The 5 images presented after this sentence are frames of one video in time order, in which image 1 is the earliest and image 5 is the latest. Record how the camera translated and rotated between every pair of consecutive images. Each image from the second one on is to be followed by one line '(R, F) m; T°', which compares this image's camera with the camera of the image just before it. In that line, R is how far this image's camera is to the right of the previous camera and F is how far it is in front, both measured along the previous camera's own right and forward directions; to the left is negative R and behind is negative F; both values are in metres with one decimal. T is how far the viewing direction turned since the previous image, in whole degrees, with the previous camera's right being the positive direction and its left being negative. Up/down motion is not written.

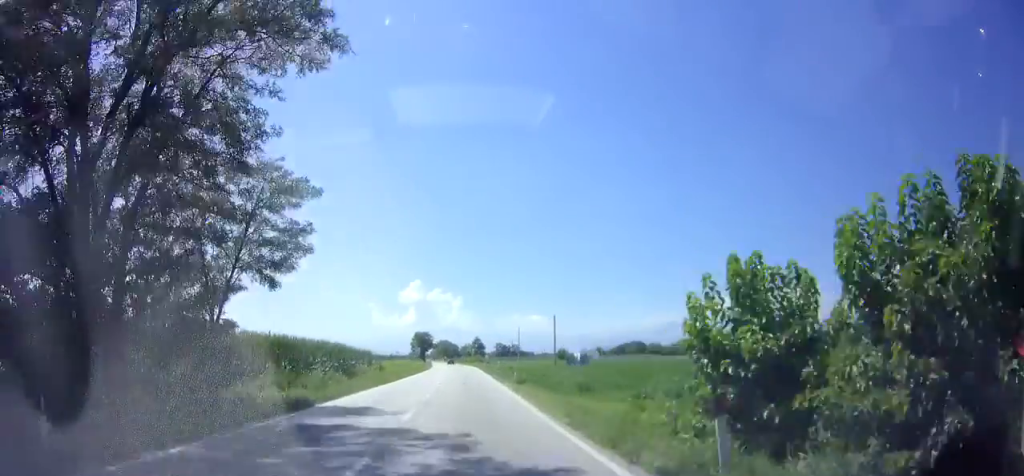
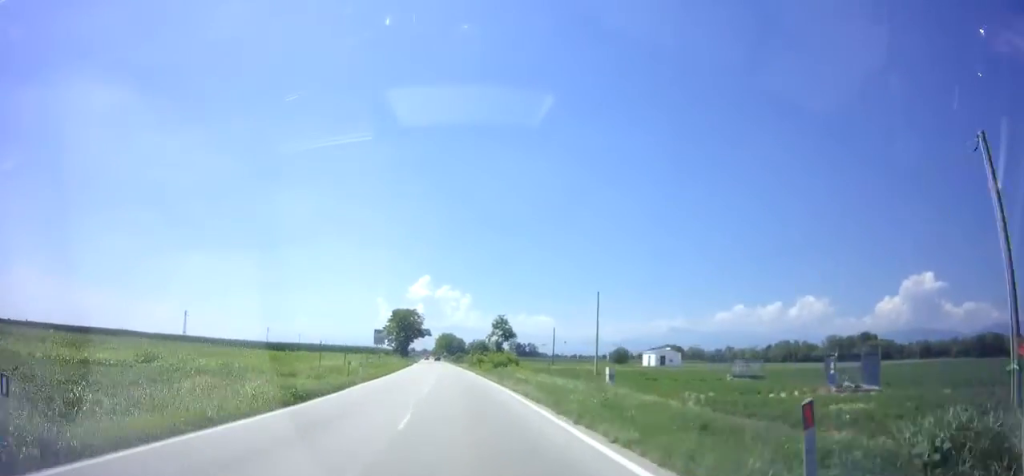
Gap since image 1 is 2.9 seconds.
(-1.7, +74.5) m; -2°
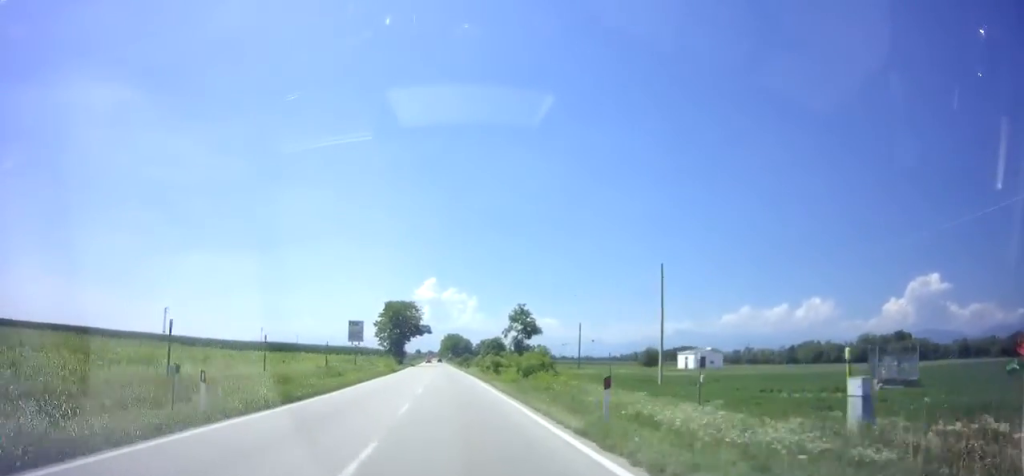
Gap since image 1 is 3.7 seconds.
(0.0, +20.1) m; -1°
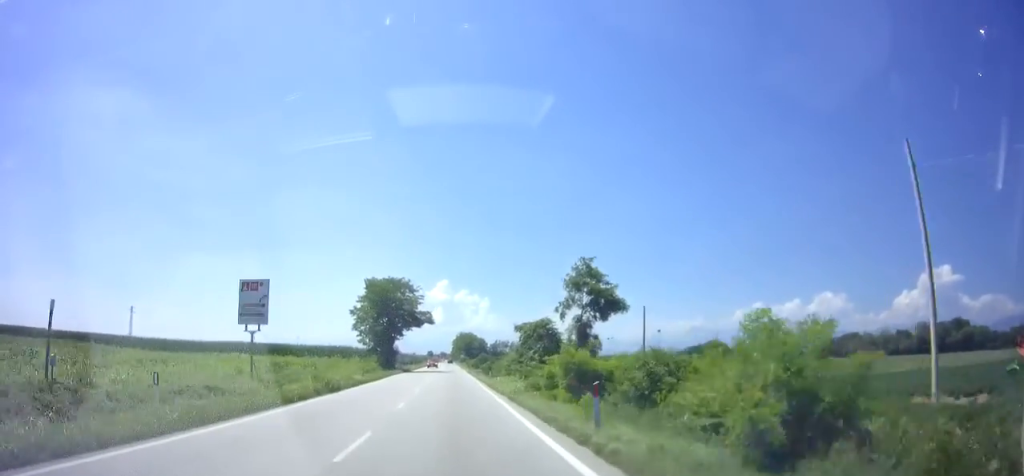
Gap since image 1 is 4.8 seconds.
(-0.4, +27.9) m; -1°
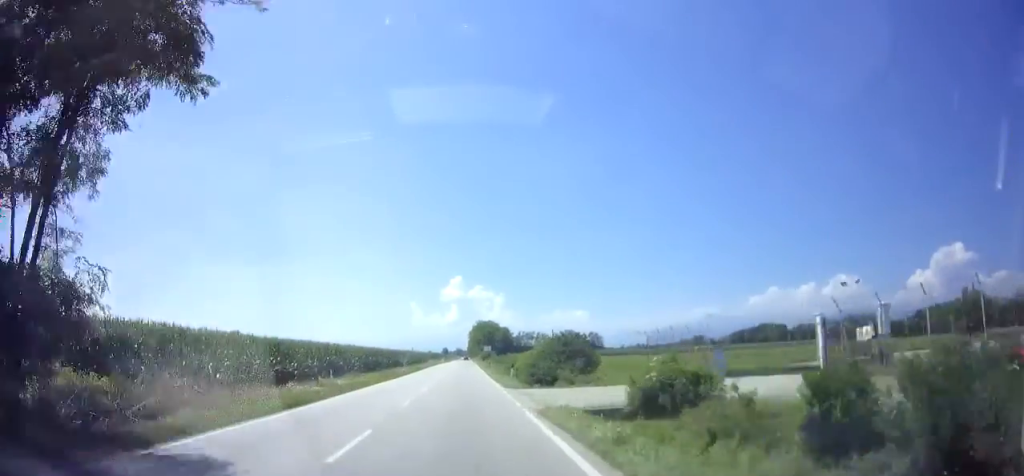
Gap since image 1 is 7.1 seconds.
(-0.3, +59.6) m; -1°
